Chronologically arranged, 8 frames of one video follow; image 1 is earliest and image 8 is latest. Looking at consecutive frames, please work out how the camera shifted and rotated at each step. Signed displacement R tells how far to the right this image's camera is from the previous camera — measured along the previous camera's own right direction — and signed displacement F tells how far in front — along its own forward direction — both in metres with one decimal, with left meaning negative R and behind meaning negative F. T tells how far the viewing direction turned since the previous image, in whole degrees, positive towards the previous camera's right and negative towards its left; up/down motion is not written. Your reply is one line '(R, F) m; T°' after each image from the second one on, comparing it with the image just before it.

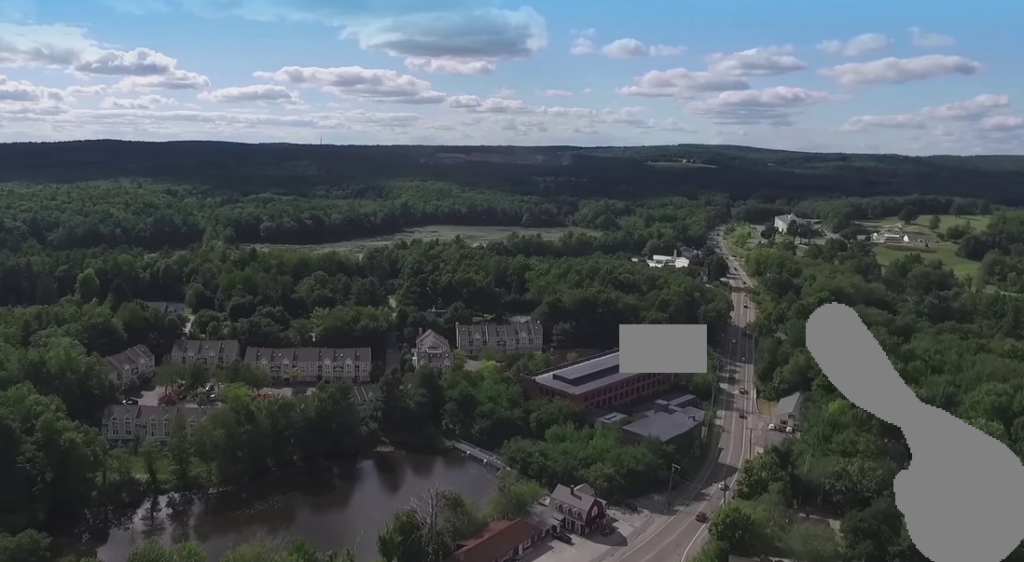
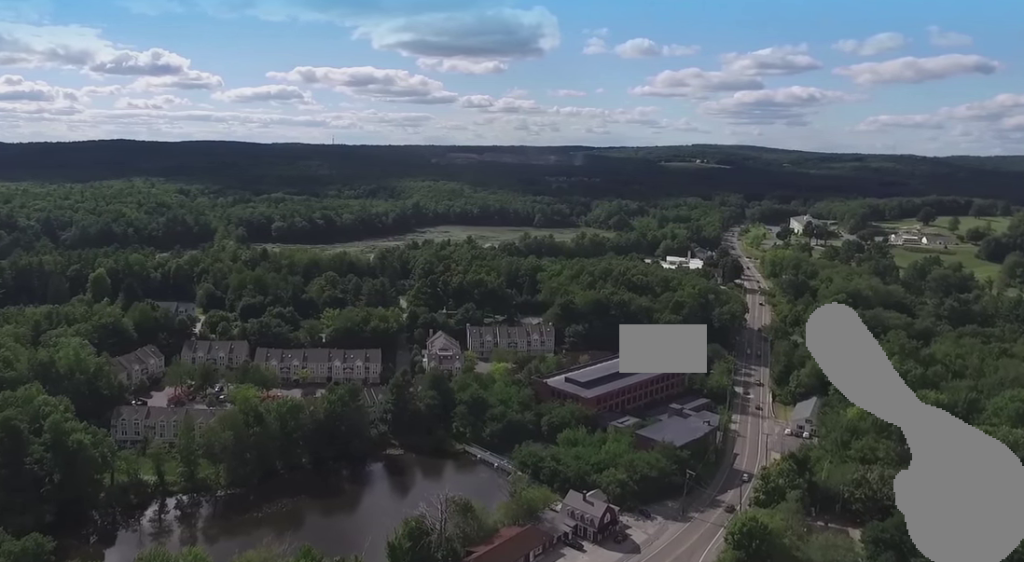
(-0.1, +2.4) m; -3°
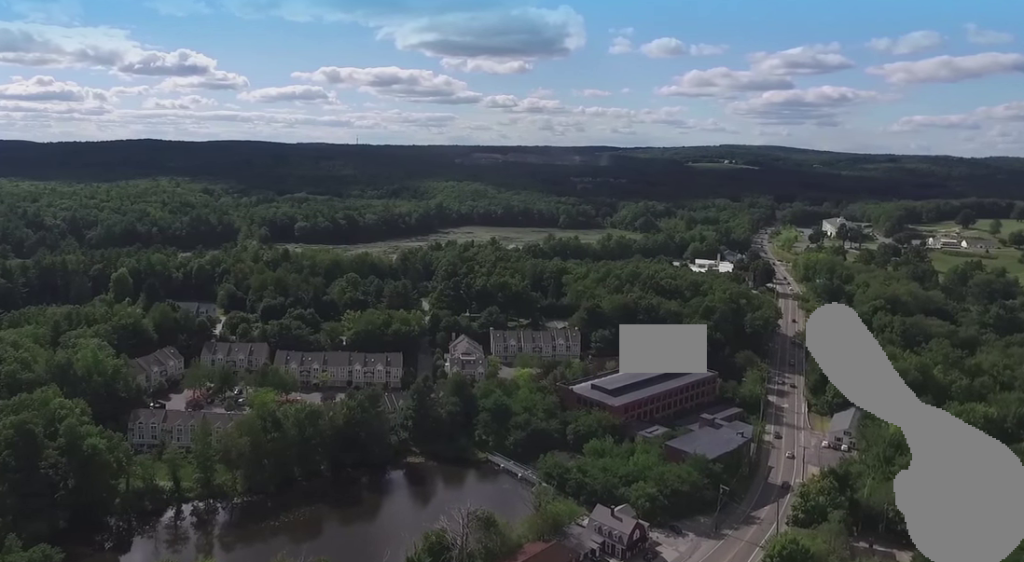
(-0.6, +6.5) m; -11°
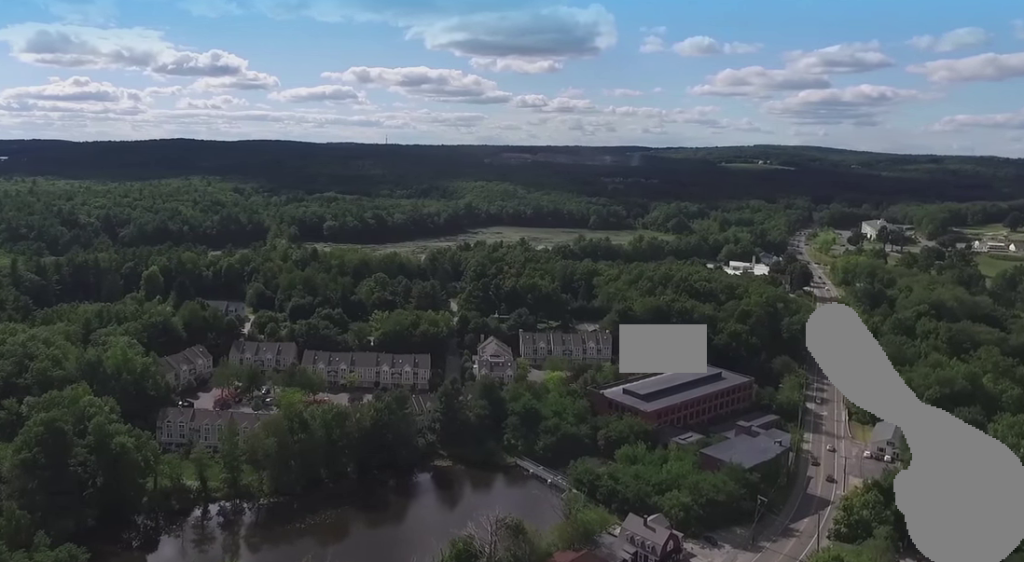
(-0.1, +3.1) m; -5°
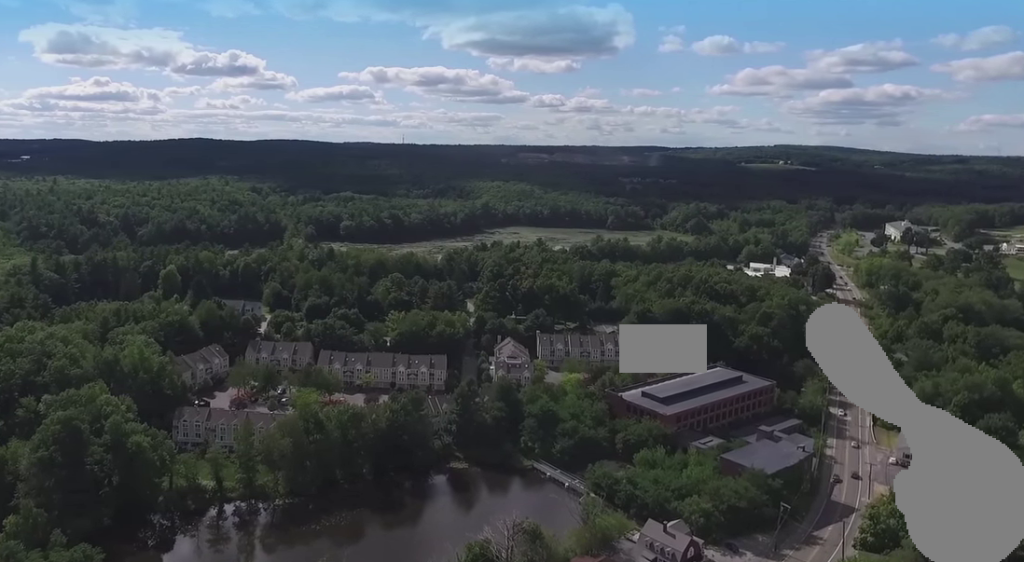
(-0.1, +1.8) m; -3°
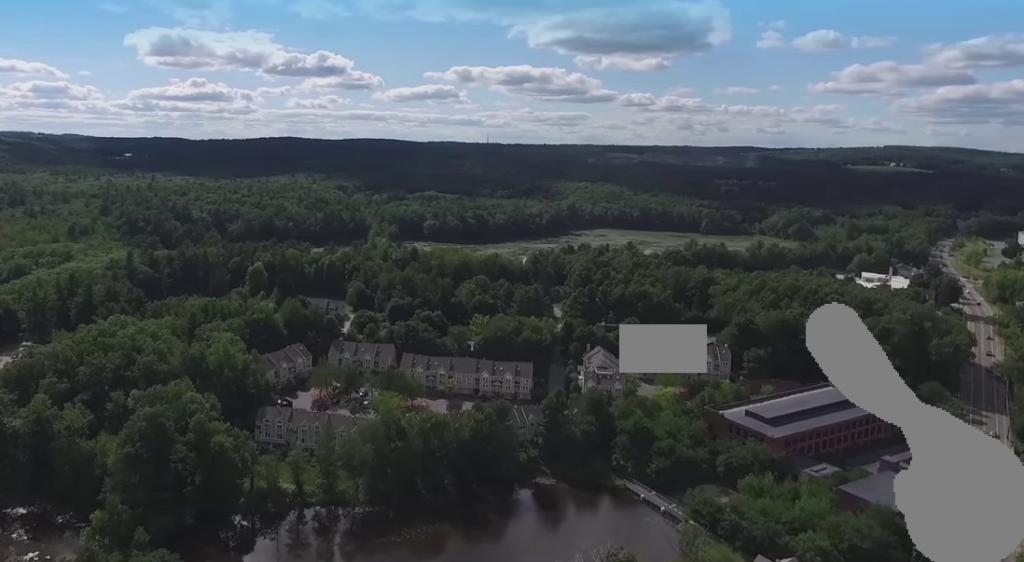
(-1.0, +8.8) m; -12°
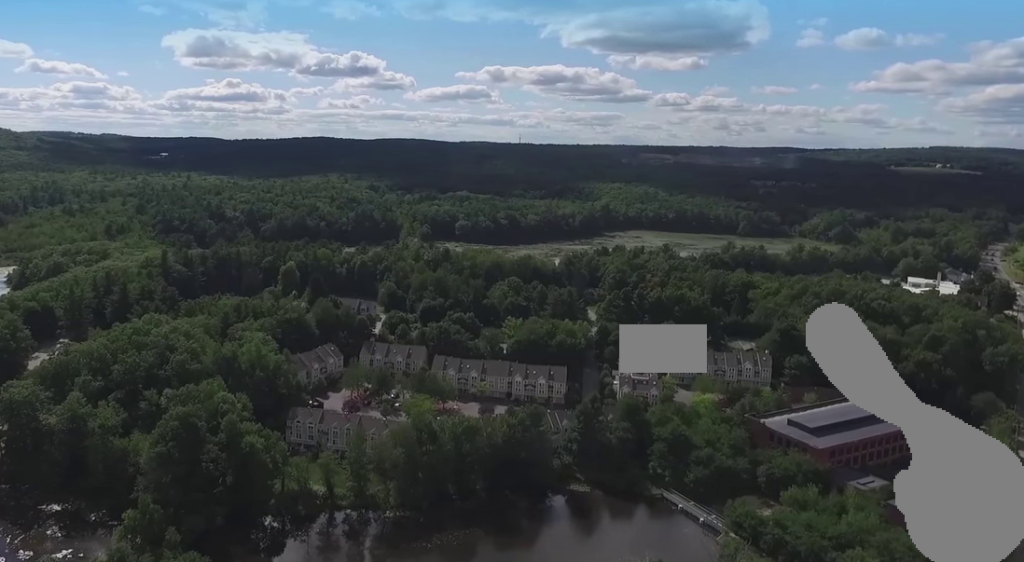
(-0.1, +2.9) m; -4°
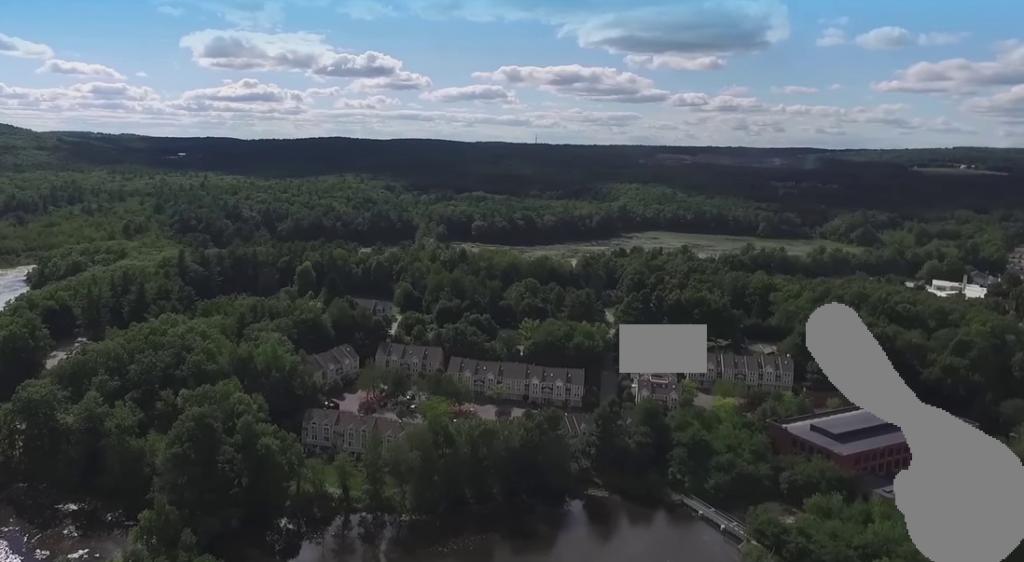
(0.0, +1.6) m; -2°
